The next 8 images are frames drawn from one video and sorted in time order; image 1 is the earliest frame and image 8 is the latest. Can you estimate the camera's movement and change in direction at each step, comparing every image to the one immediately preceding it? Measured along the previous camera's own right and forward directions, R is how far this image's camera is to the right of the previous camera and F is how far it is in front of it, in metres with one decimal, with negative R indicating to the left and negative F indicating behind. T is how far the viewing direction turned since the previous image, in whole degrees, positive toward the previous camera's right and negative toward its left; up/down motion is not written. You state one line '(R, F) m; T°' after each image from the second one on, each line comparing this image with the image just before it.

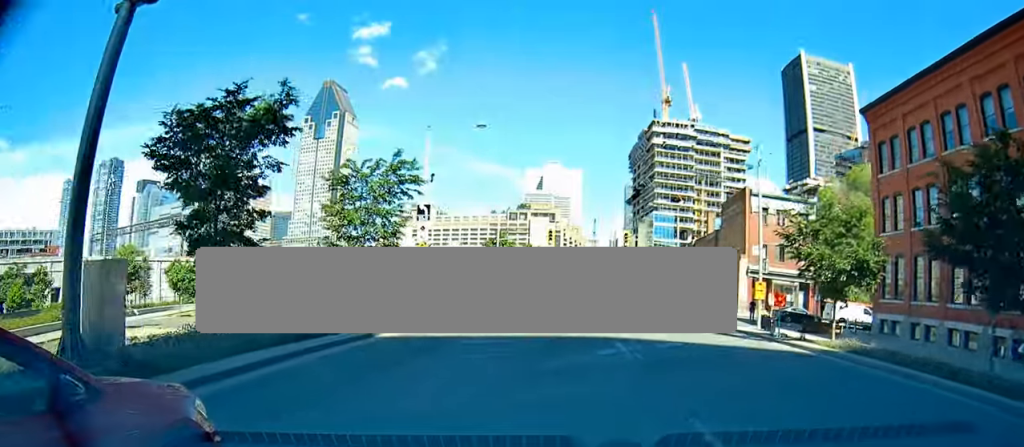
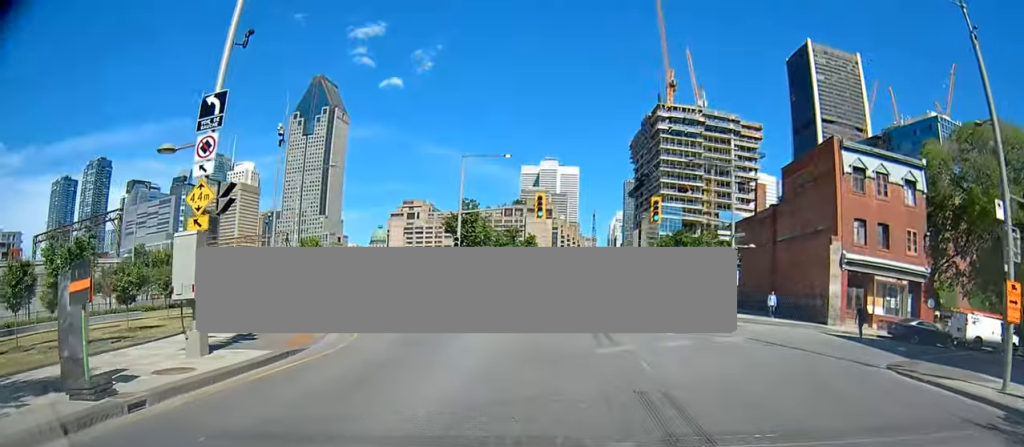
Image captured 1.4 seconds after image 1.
(0.0, +18.2) m; +1°
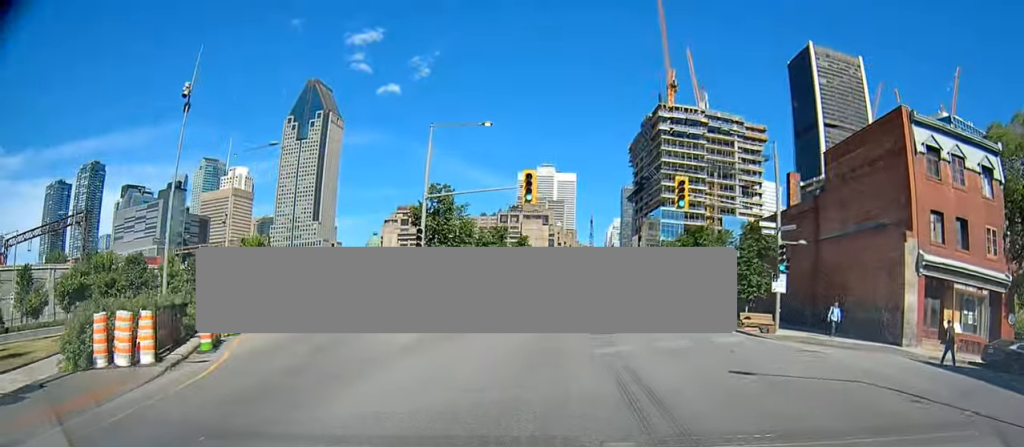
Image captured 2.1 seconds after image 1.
(+0.1, +8.3) m; +1°
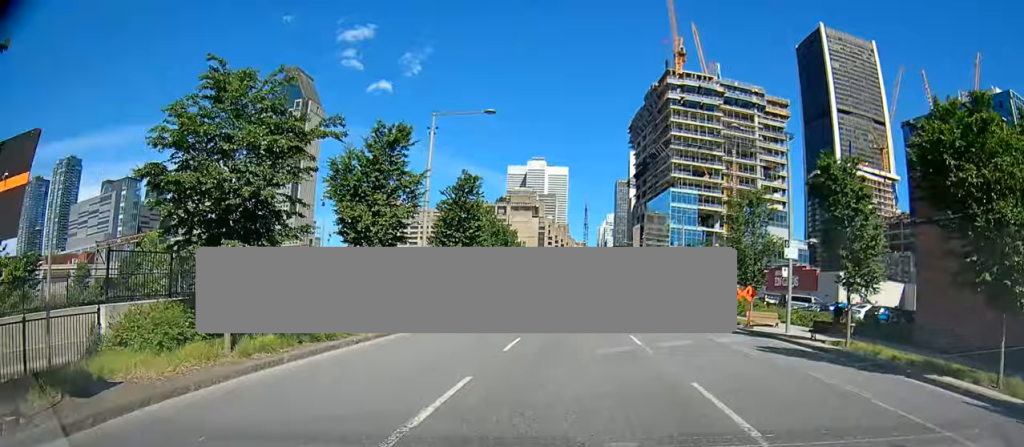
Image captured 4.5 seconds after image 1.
(+0.1, +30.1) m; +2°
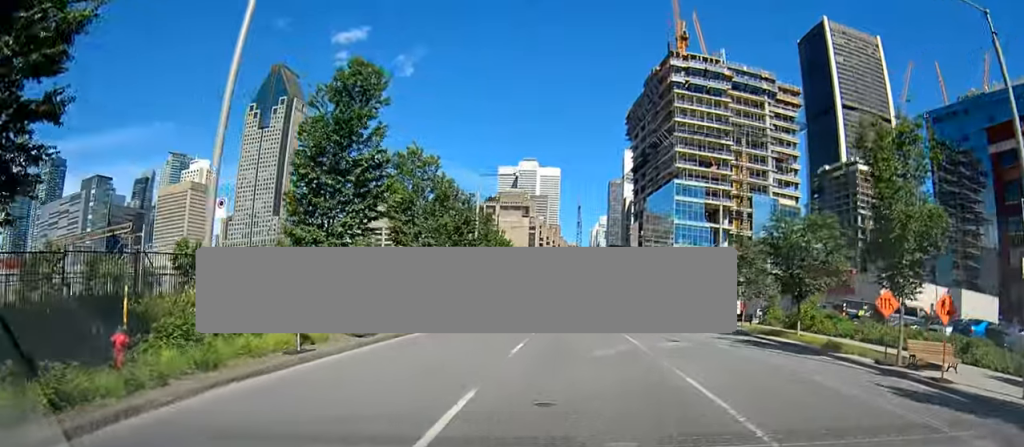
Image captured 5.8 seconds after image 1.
(+0.9, +16.3) m; +2°
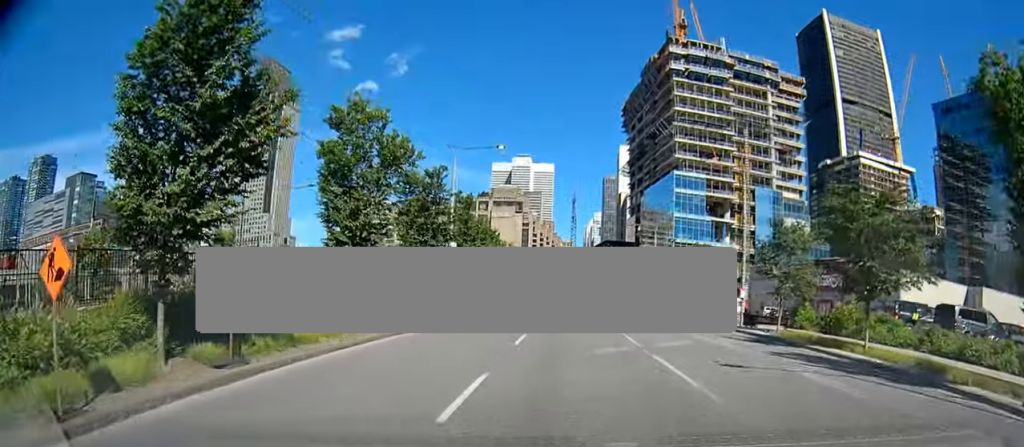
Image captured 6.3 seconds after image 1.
(-0.3, +6.8) m; -1°
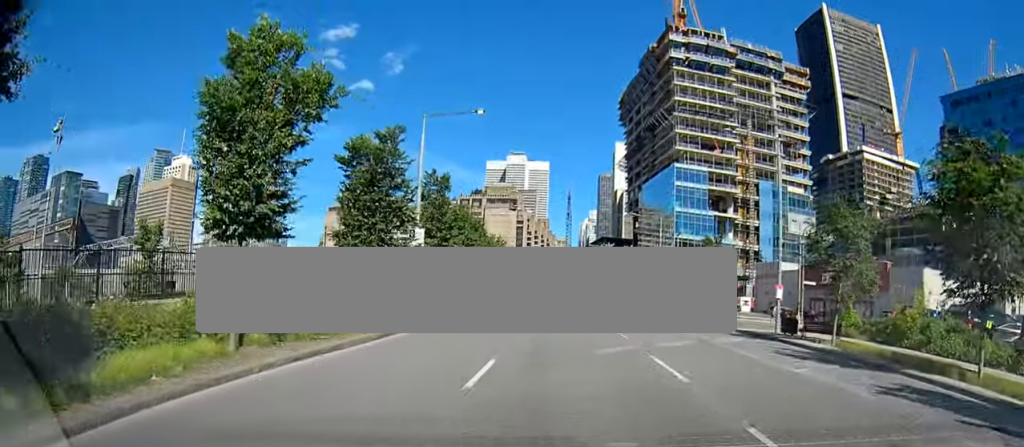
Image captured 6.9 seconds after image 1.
(-0.1, +6.6) m; -1°
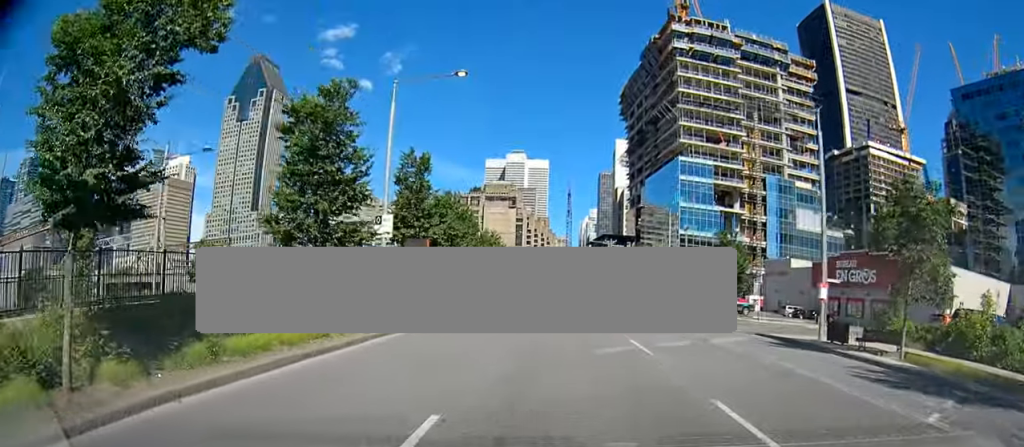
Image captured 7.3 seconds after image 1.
(0.0, +5.0) m; 0°
